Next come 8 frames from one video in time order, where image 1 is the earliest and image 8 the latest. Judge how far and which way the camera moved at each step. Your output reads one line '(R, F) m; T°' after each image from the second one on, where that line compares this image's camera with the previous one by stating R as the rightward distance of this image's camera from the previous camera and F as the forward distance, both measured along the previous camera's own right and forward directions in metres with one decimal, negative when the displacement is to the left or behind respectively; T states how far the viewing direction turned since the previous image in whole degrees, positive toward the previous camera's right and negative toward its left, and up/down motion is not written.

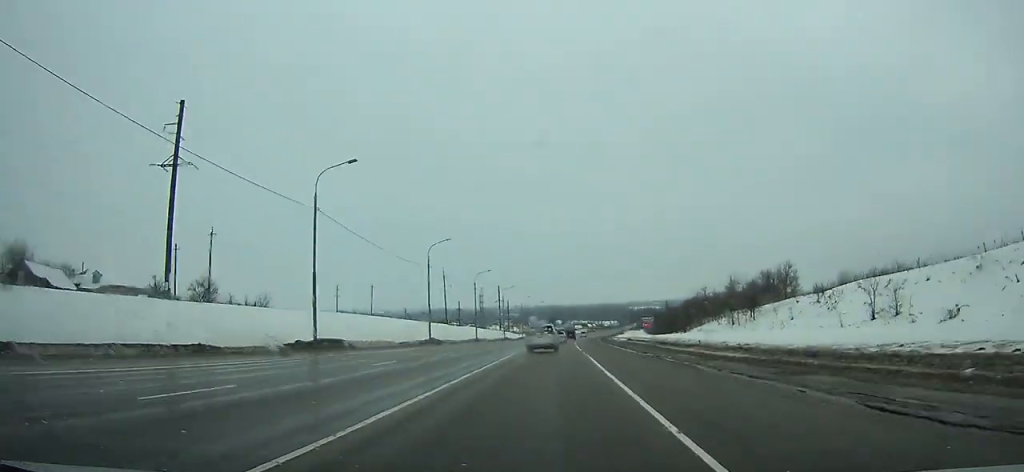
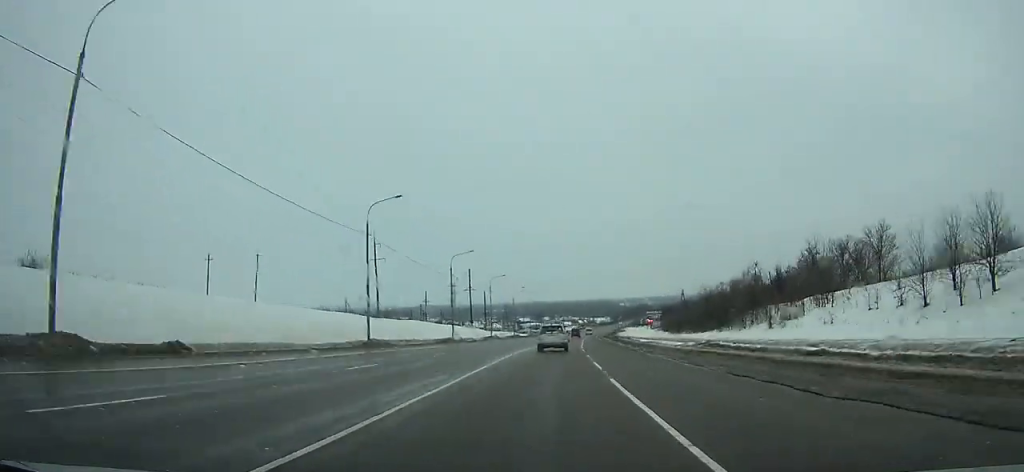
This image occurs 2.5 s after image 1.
(+0.7, +49.7) m; +2°
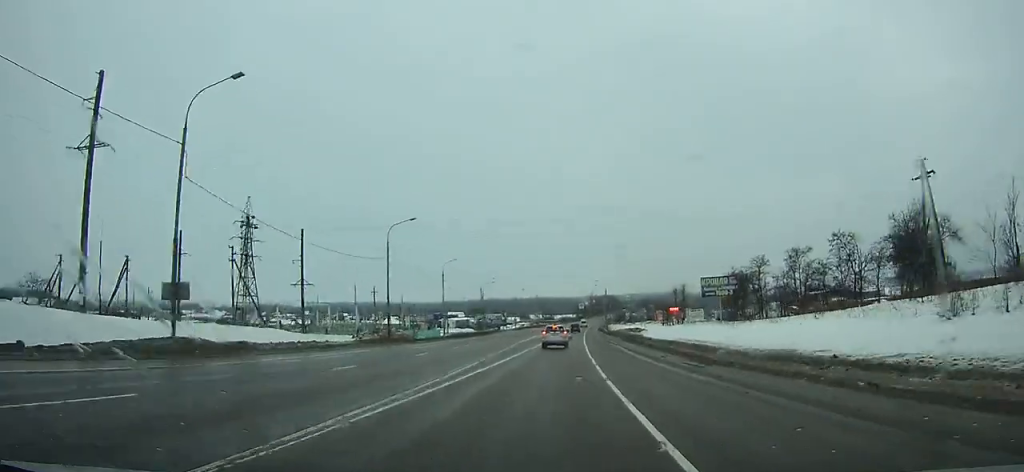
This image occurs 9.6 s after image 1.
(+5.3, +141.5) m; +5°
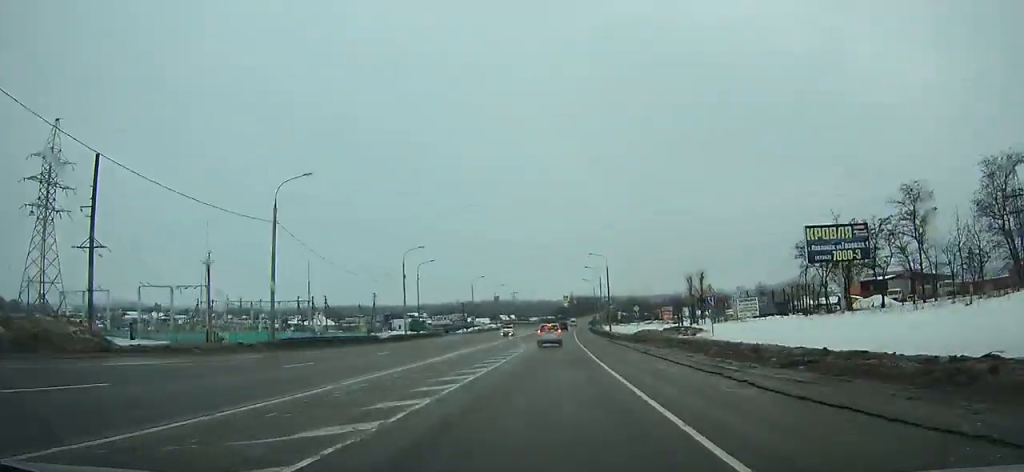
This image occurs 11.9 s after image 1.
(+0.9, +45.1) m; +1°
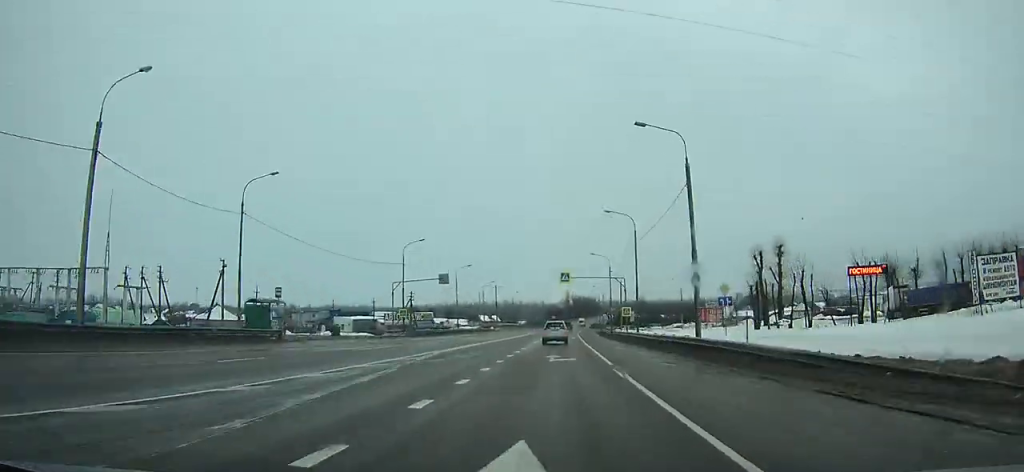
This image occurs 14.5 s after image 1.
(+0.5, +50.3) m; +1°
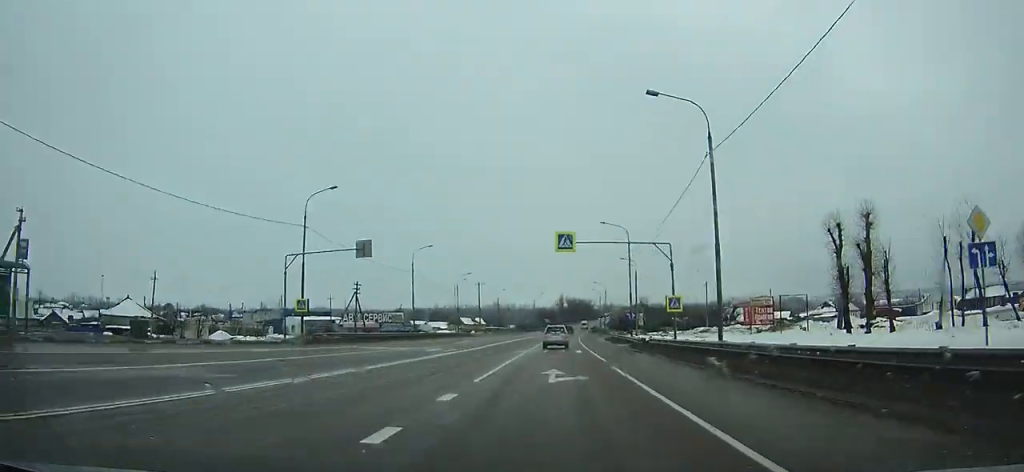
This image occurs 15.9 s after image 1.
(-0.1, +26.8) m; 0°
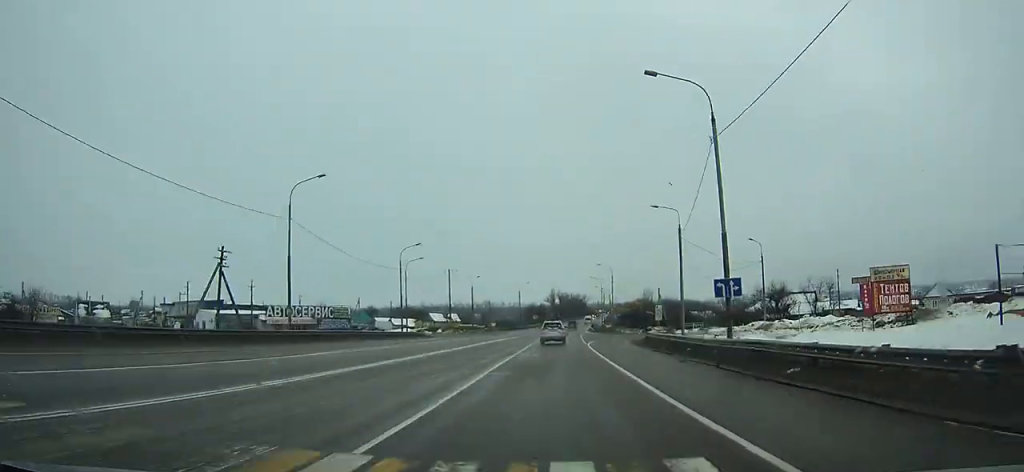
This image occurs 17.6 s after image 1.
(+0.2, +31.7) m; +1°
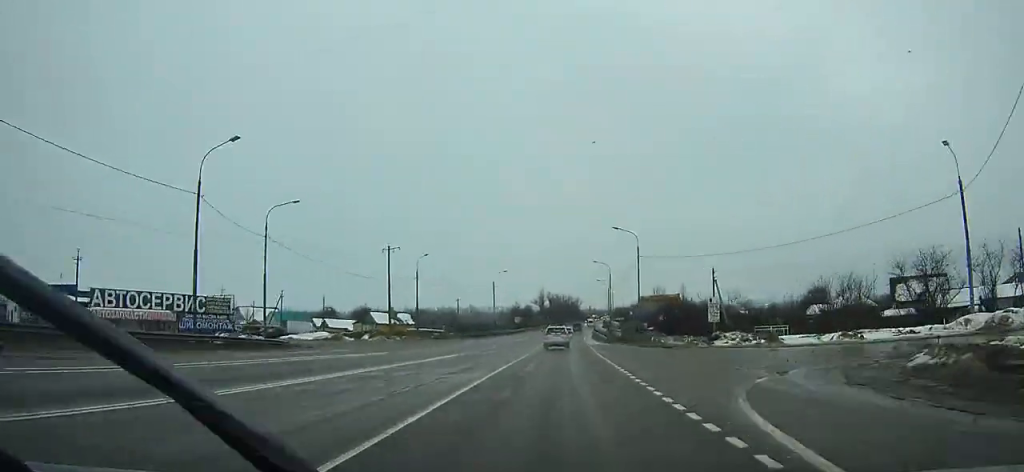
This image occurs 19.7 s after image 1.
(+0.2, +38.6) m; +1°
